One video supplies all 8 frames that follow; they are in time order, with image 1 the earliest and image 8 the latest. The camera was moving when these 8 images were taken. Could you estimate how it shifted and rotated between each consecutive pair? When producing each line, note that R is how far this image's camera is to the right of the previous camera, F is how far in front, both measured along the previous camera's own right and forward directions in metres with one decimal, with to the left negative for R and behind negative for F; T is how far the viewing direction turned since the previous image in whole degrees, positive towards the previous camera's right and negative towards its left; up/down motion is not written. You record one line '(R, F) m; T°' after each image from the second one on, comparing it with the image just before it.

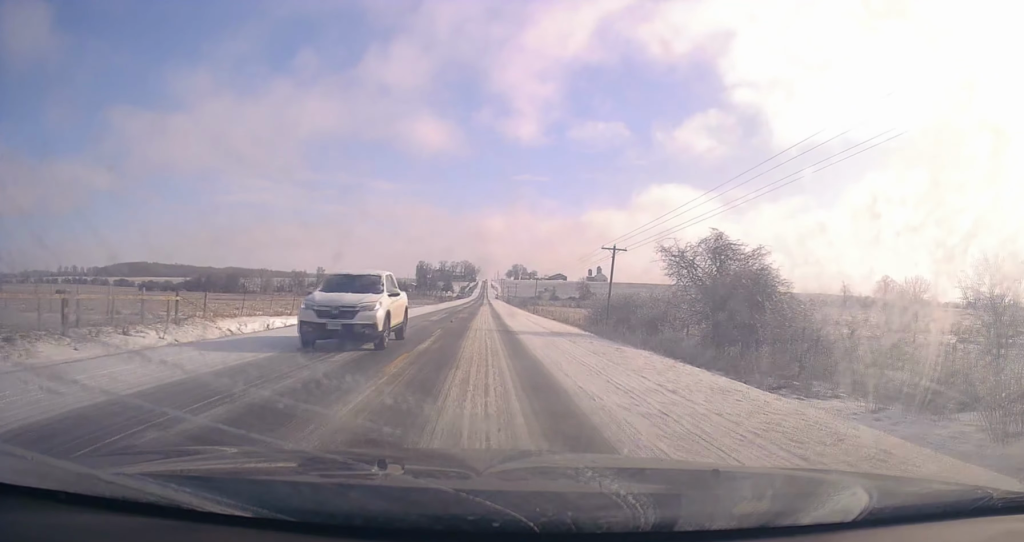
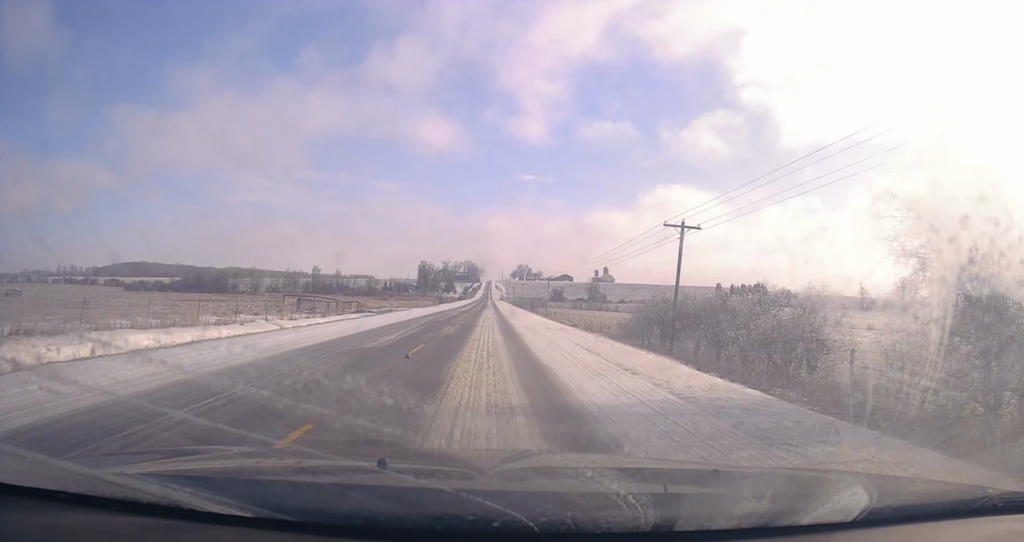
(-0.1, +16.4) m; 0°
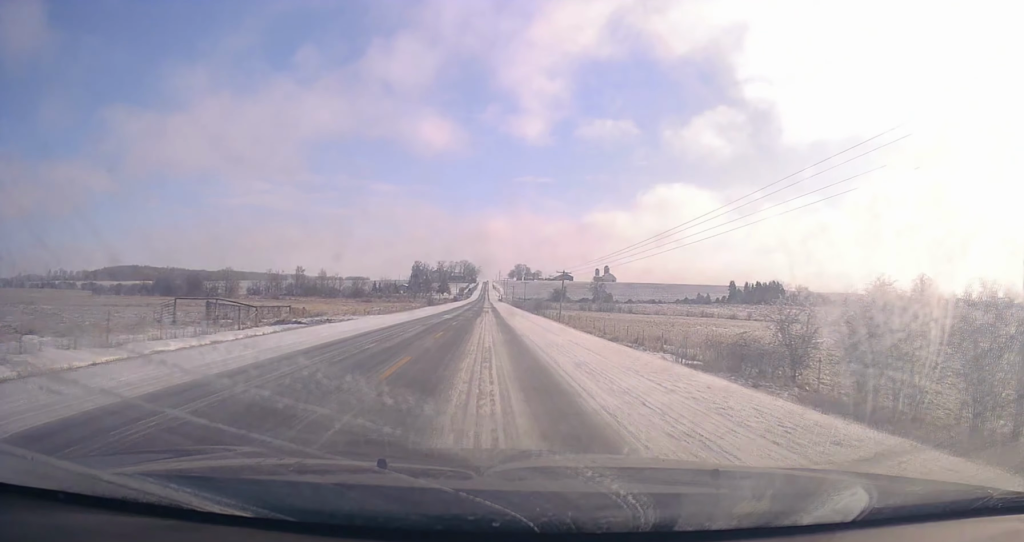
(+0.2, +23.9) m; 0°
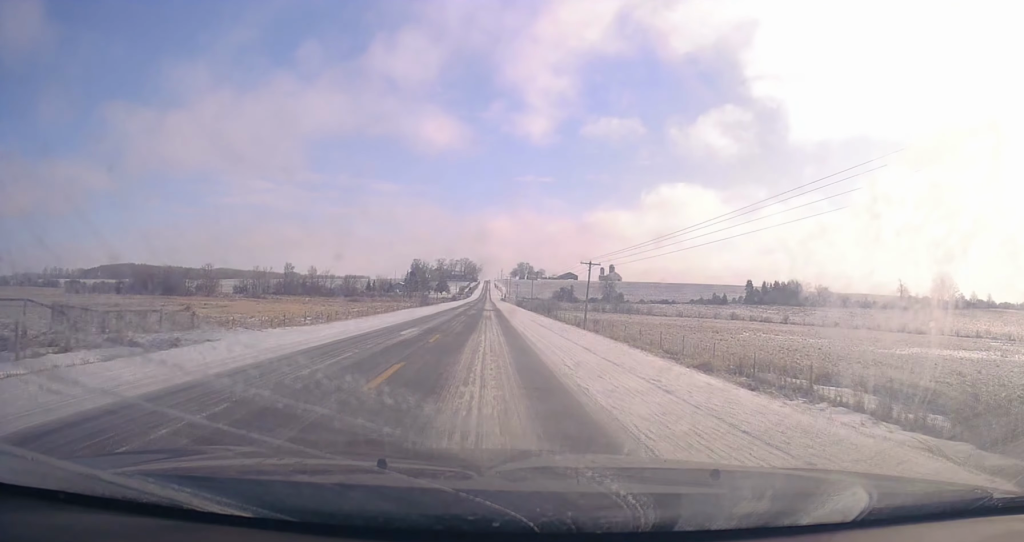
(0.0, +20.3) m; -1°
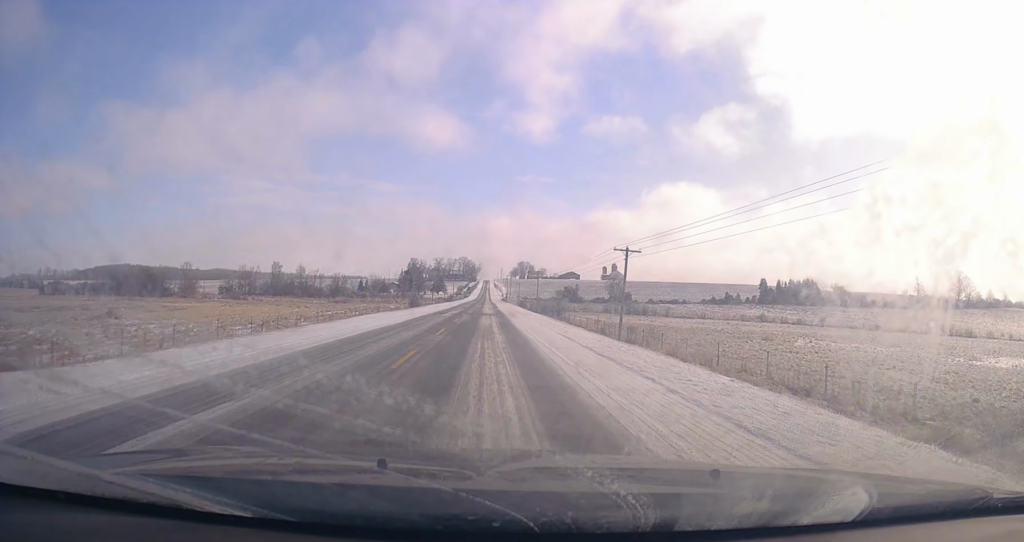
(-0.5, +16.6) m; -1°
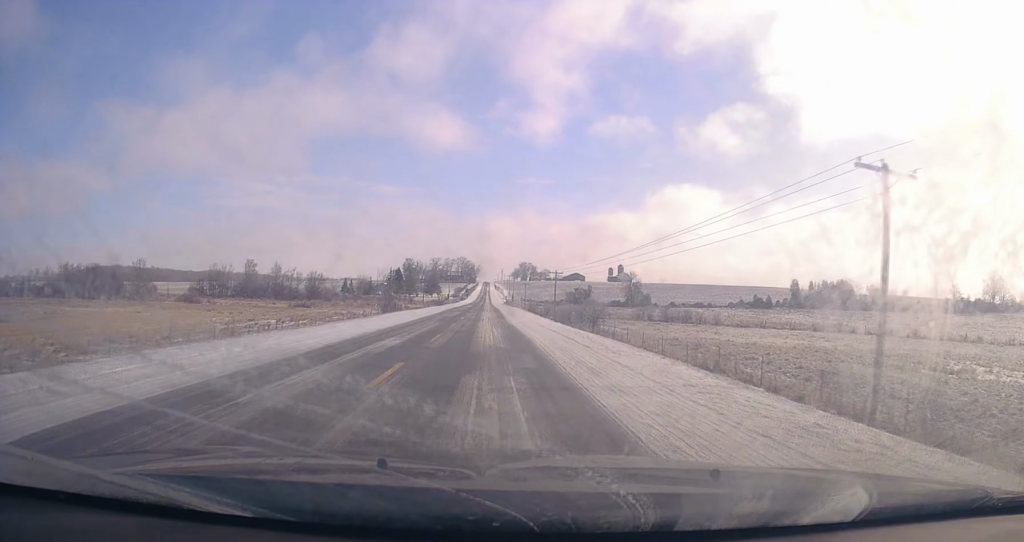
(+0.7, +30.9) m; +2°
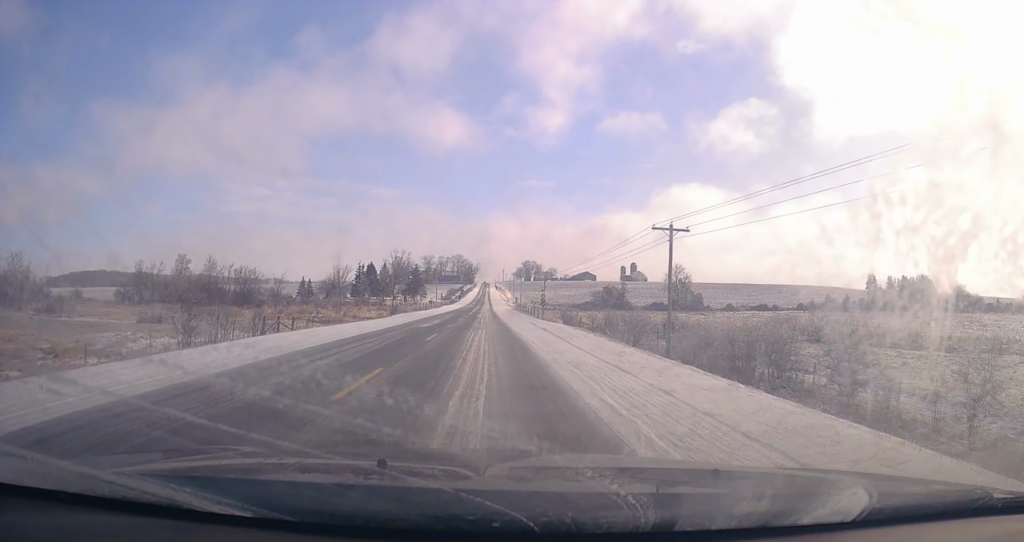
(+0.5, +56.4) m; +1°
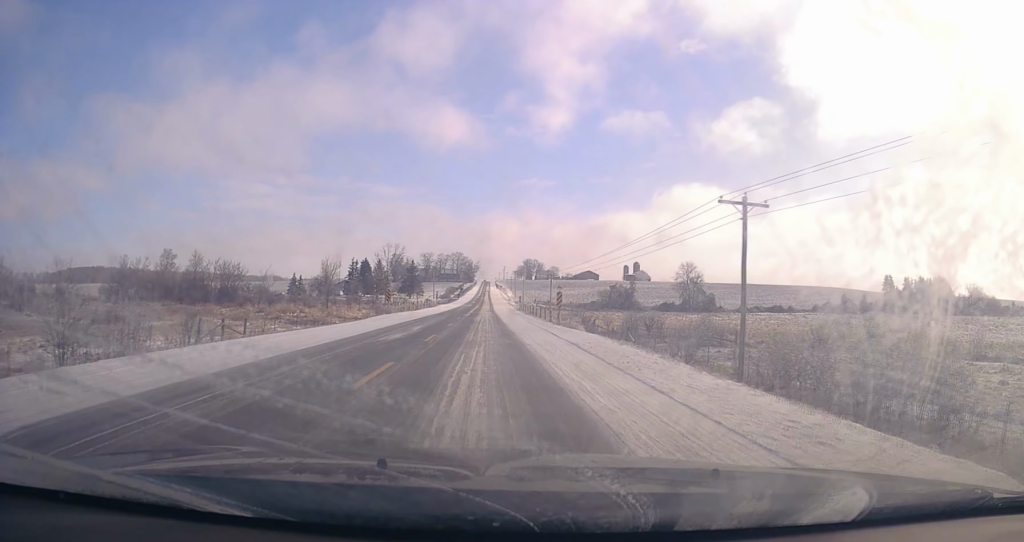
(+0.3, +9.7) m; 0°
